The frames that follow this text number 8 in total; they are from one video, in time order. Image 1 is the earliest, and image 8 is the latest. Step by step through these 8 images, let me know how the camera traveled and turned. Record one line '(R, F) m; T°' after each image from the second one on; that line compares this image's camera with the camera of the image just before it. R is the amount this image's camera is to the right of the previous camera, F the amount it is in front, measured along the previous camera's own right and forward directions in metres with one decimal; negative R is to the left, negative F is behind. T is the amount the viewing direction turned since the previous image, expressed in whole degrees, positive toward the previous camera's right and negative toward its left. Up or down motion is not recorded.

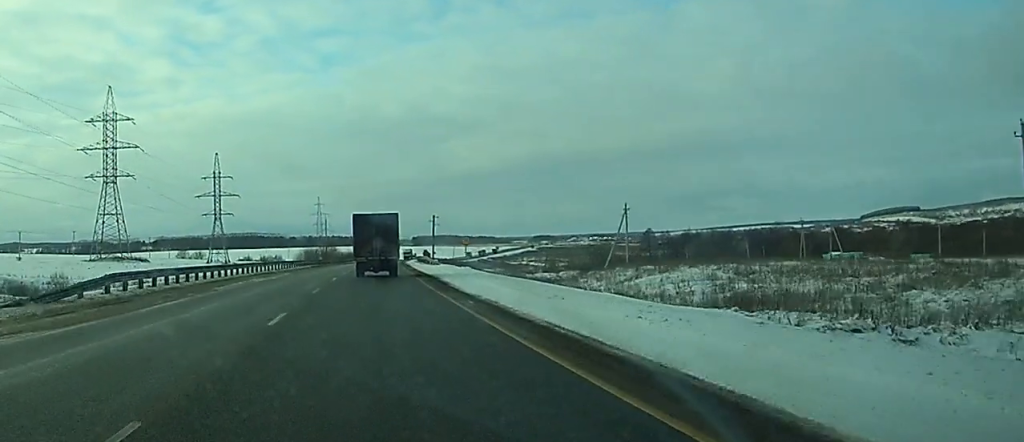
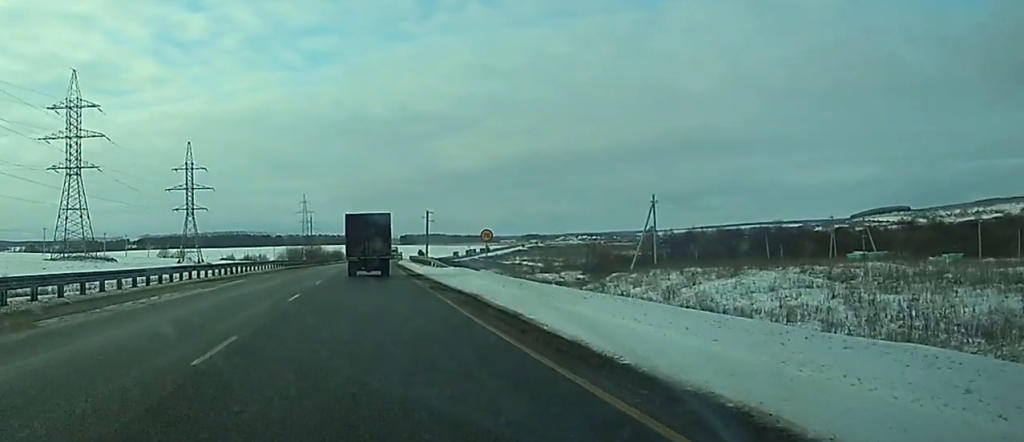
(+0.1, +17.7) m; +2°
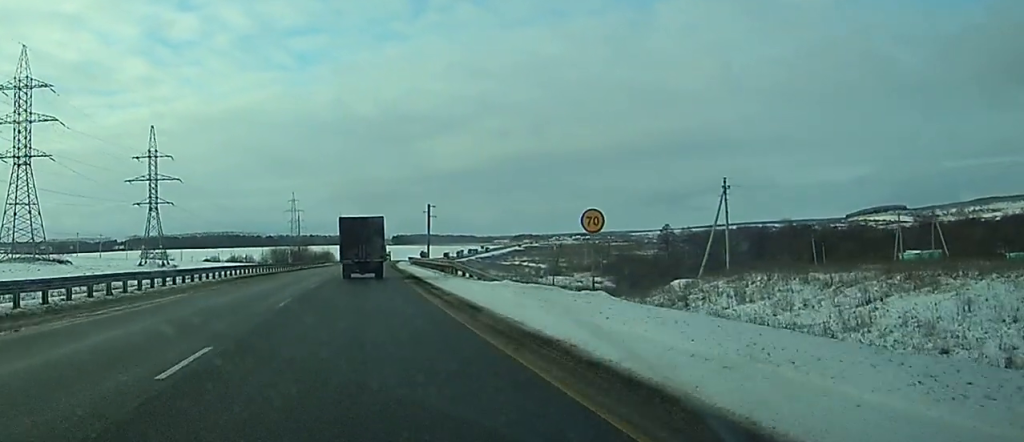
(+0.7, +25.0) m; +1°
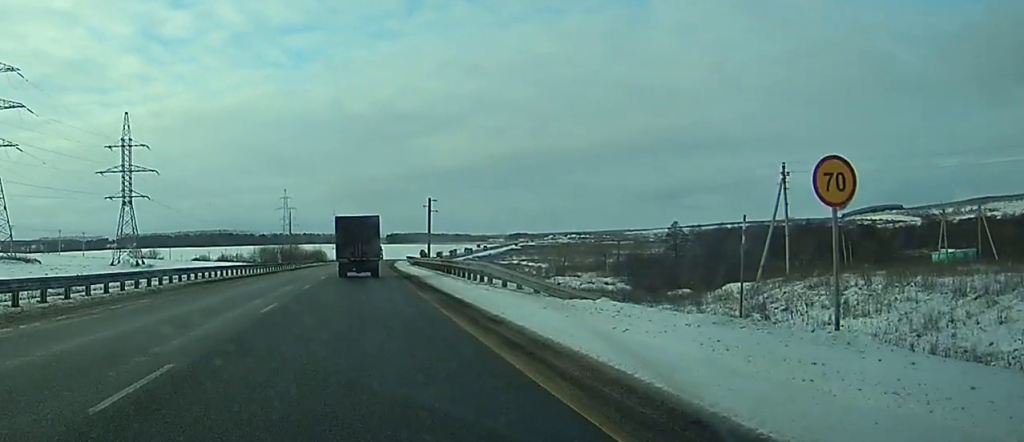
(-0.3, +14.0) m; -1°
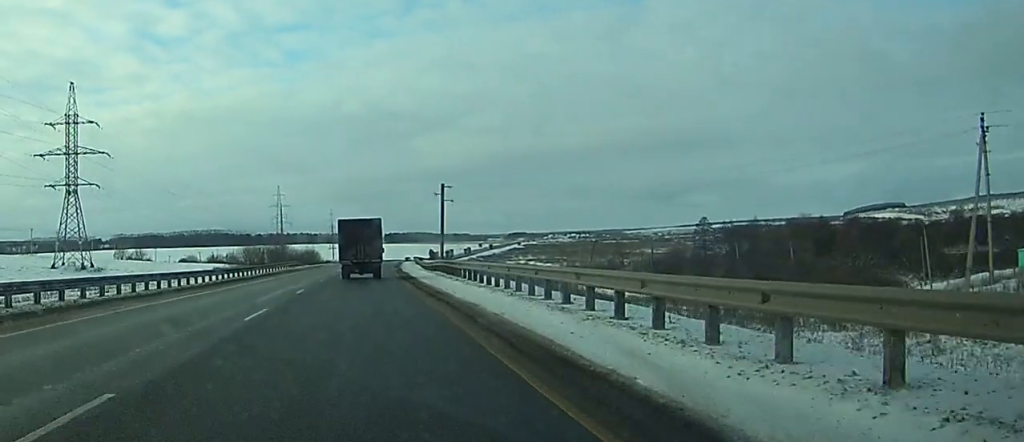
(+0.3, +26.4) m; +1°
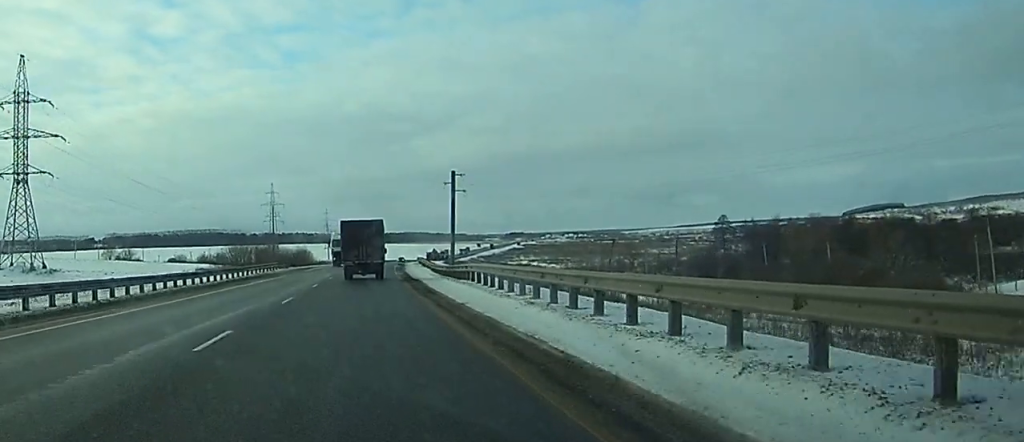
(0.0, +16.8) m; +1°
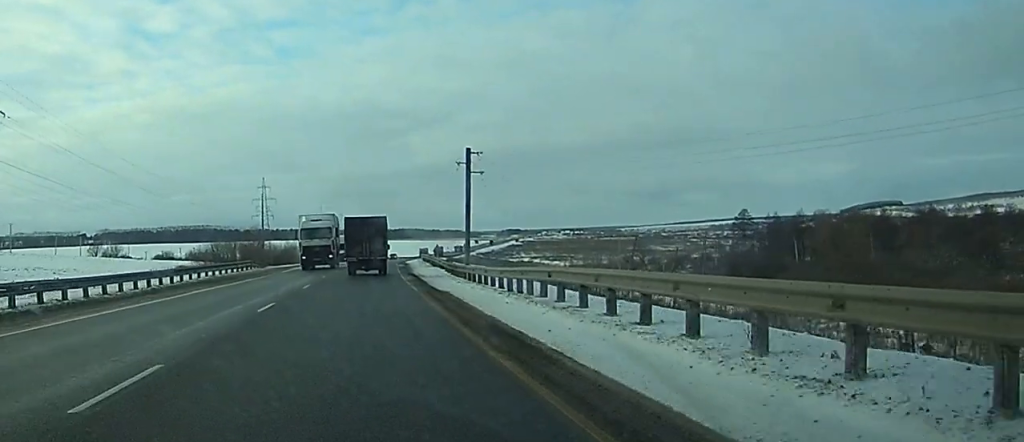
(+0.1, +16.7) m; 0°
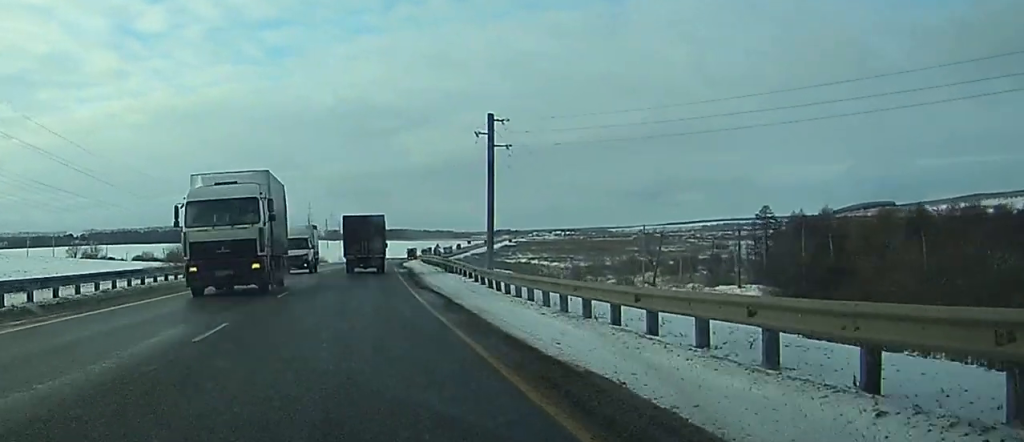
(0.0, +18.0) m; 0°
